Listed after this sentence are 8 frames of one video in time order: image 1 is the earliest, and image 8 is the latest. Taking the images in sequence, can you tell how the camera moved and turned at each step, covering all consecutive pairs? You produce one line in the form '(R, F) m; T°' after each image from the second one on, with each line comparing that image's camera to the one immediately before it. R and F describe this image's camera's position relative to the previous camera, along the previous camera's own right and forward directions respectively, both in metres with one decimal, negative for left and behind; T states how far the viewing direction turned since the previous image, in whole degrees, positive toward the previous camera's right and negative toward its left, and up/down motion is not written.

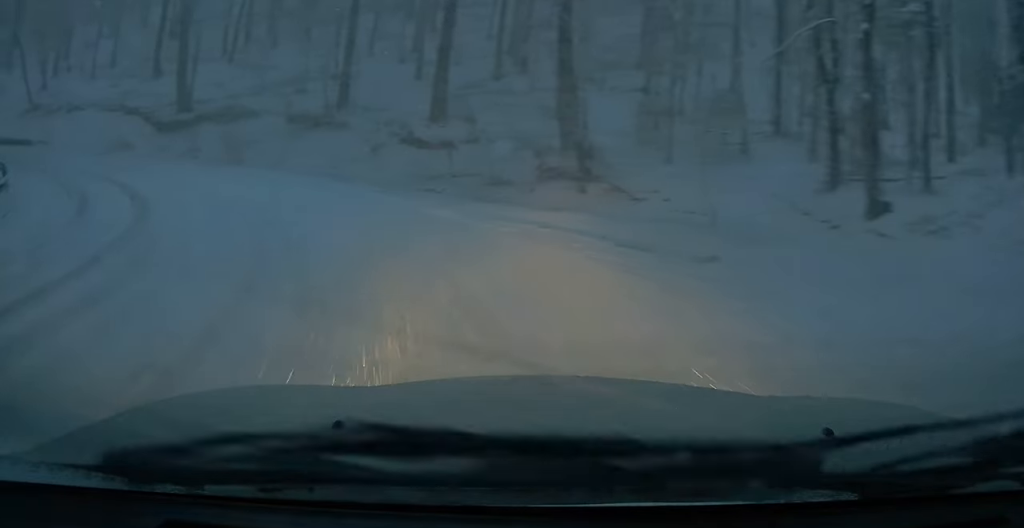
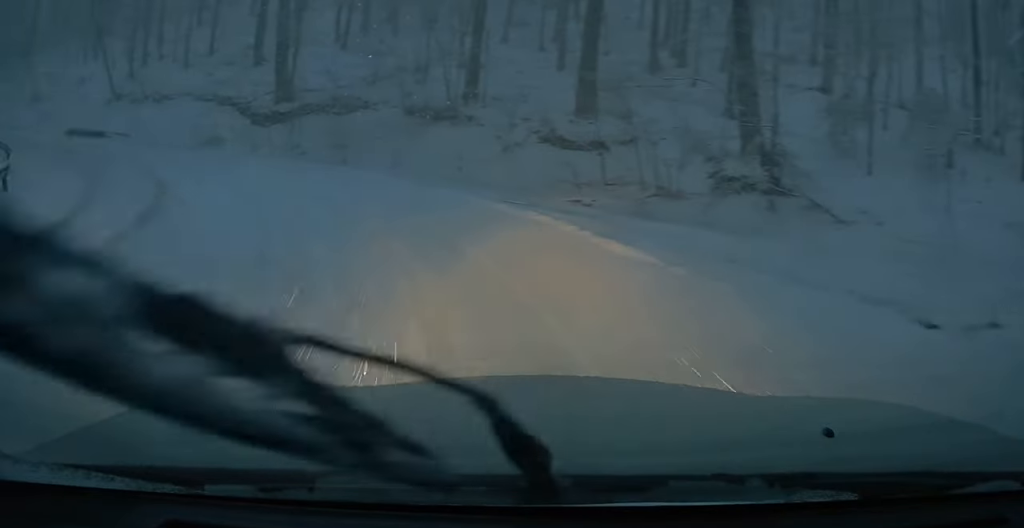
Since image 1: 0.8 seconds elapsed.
(-0.7, +4.7) m; -10°
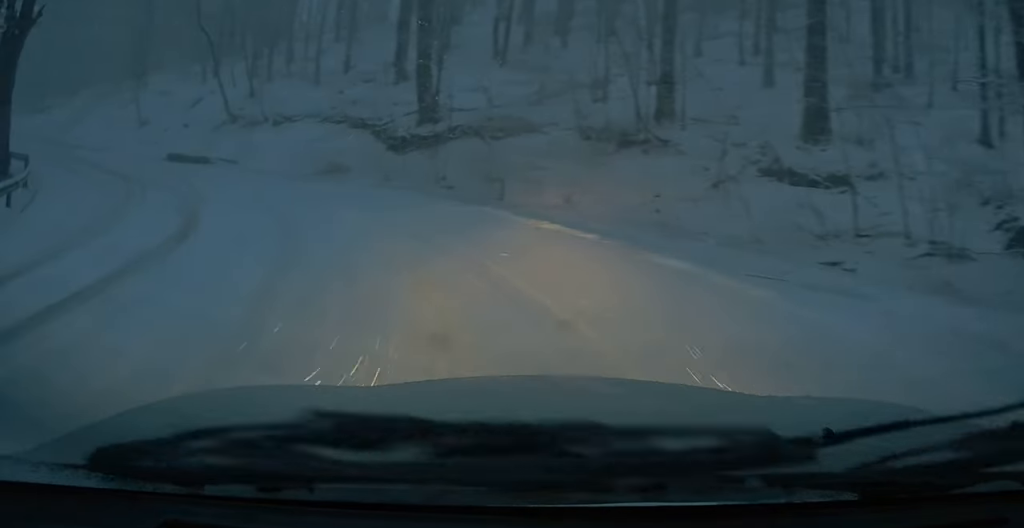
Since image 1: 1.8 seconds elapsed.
(-0.2, +6.4) m; -2°
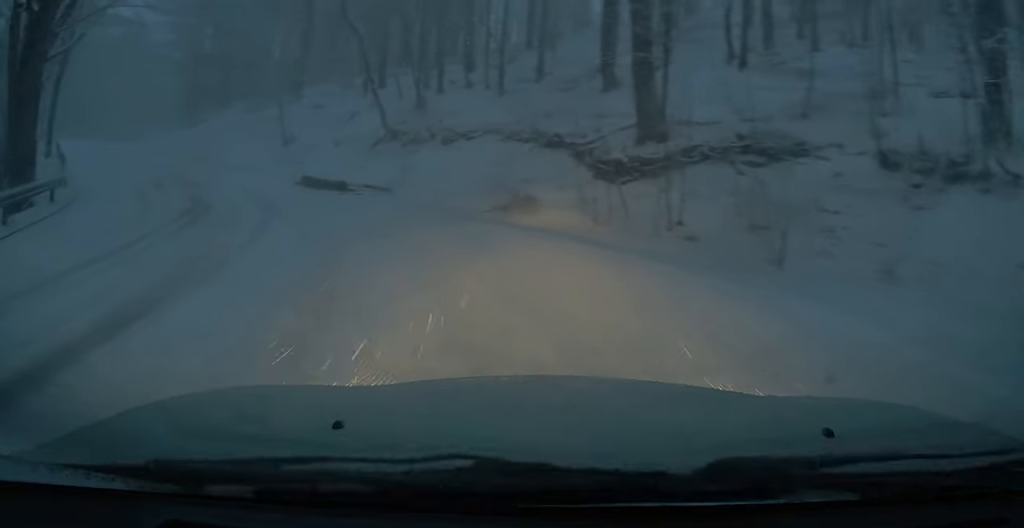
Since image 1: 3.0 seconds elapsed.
(-0.2, +8.4) m; -5°
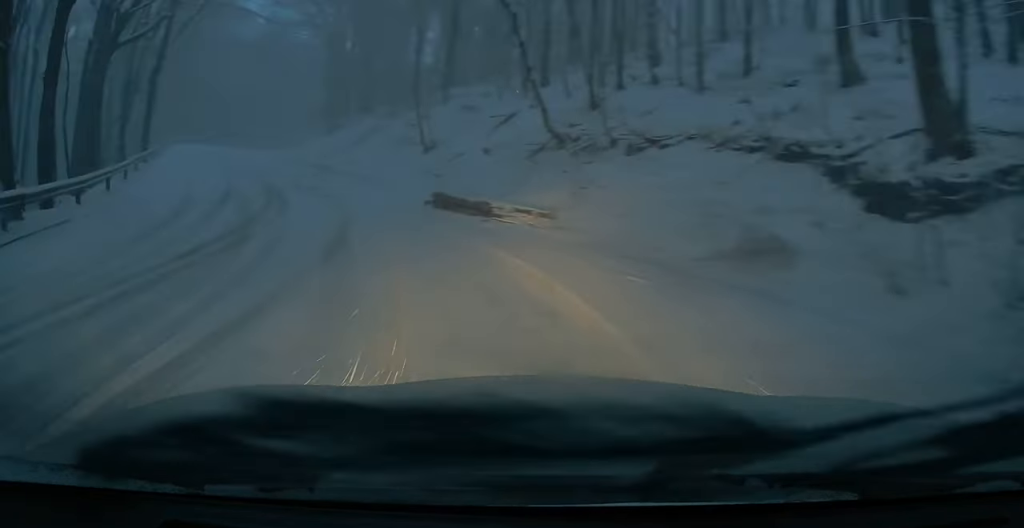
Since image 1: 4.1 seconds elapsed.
(-0.5, +7.0) m; -15°
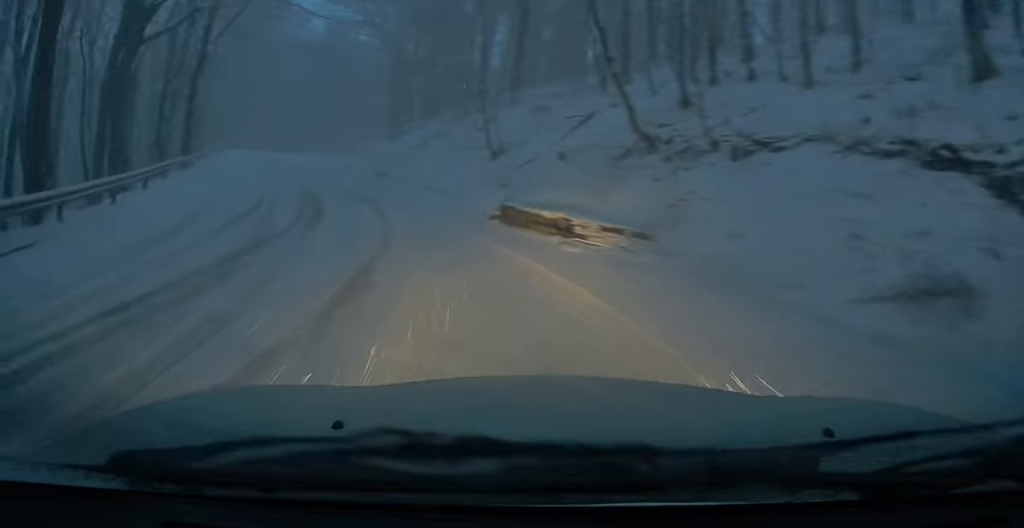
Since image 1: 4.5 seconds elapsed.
(-0.5, +2.9) m; -8°
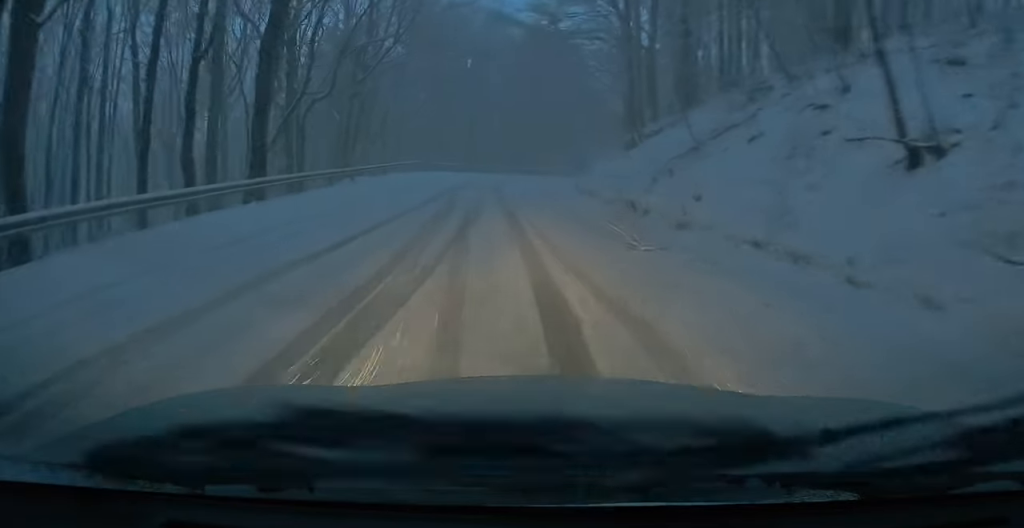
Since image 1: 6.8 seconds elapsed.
(-1.5, +14.3) m; -11°
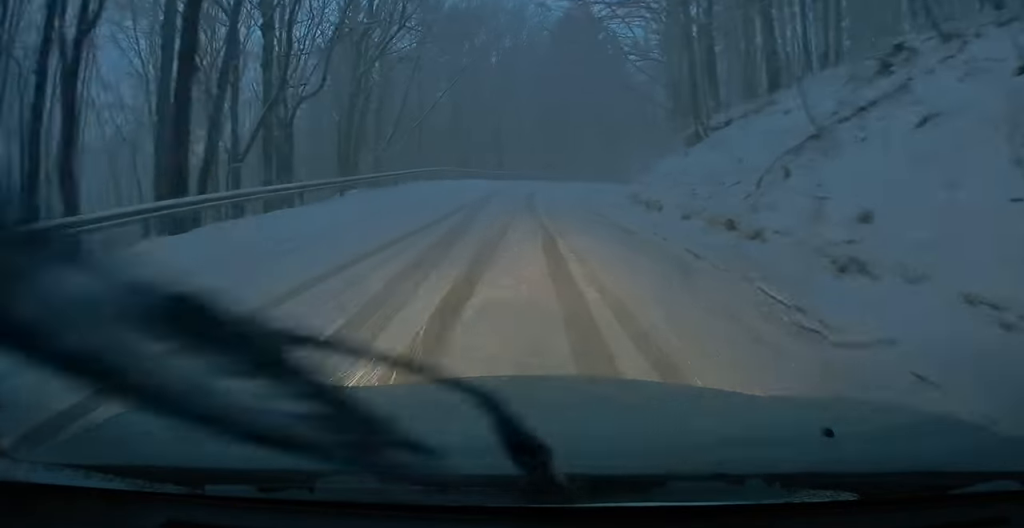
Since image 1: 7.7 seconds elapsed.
(-0.5, +5.5) m; -5°
